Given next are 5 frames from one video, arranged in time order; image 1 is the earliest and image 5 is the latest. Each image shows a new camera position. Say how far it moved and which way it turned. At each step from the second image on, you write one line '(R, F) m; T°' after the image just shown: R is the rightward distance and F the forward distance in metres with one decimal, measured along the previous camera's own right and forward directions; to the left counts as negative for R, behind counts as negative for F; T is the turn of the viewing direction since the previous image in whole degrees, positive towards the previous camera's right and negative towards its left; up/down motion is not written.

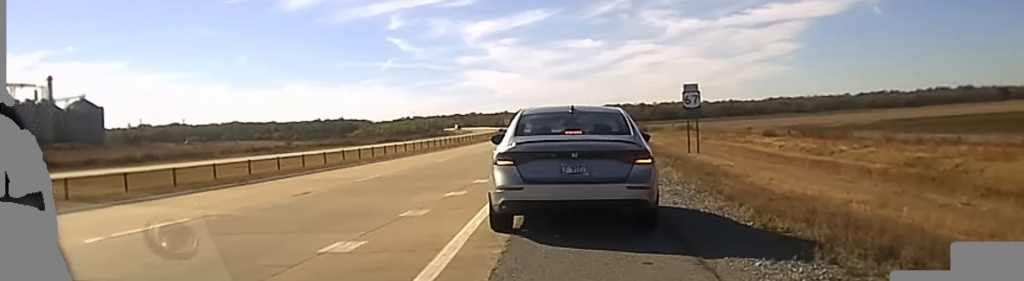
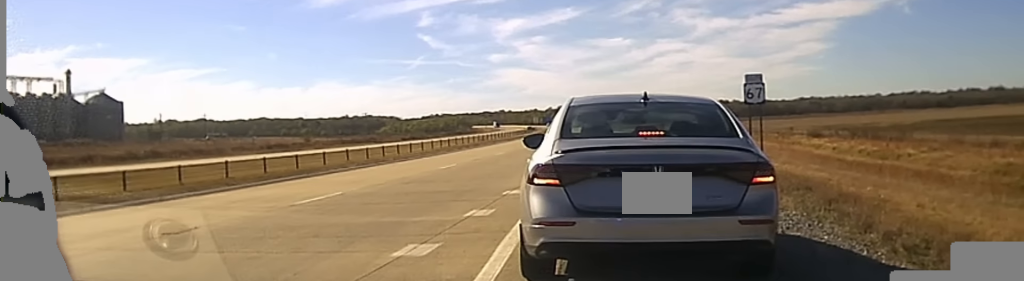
(+0.3, +7.5) m; -1°
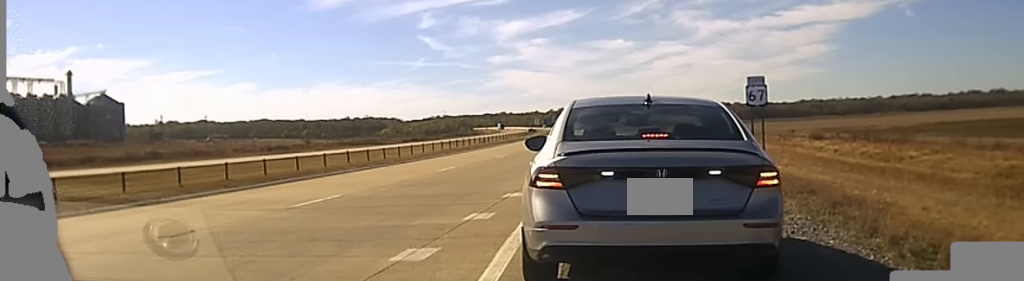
(+0.3, +0.7) m; 0°
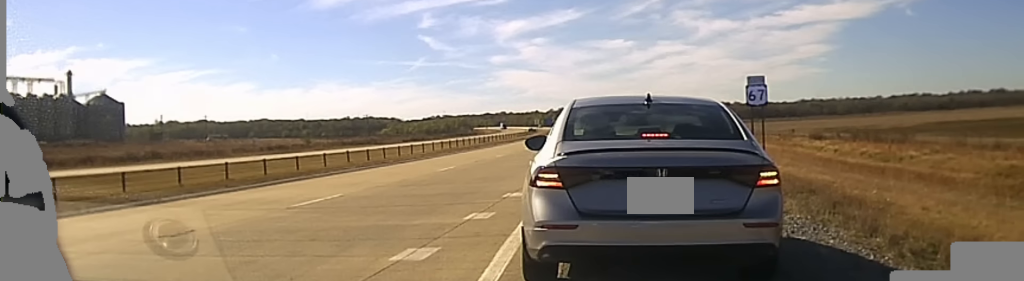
(+0.1, +0.2) m; 0°
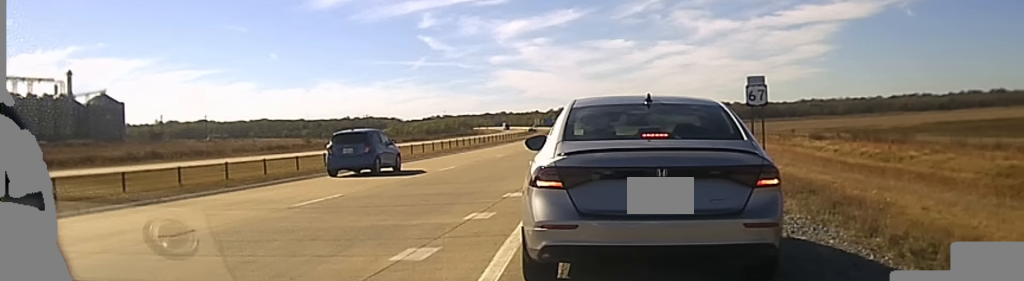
(0.0, +0.1) m; 0°
